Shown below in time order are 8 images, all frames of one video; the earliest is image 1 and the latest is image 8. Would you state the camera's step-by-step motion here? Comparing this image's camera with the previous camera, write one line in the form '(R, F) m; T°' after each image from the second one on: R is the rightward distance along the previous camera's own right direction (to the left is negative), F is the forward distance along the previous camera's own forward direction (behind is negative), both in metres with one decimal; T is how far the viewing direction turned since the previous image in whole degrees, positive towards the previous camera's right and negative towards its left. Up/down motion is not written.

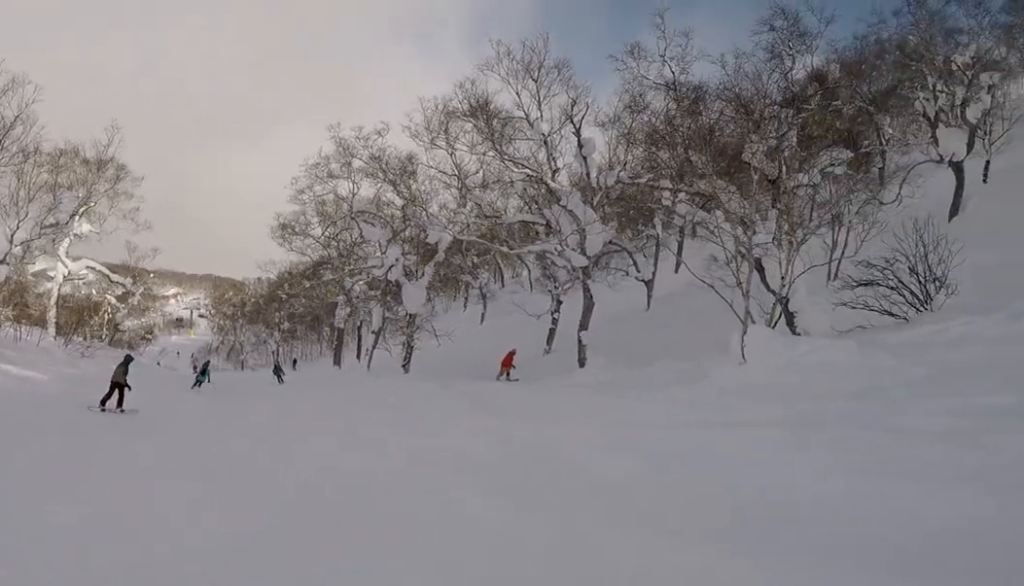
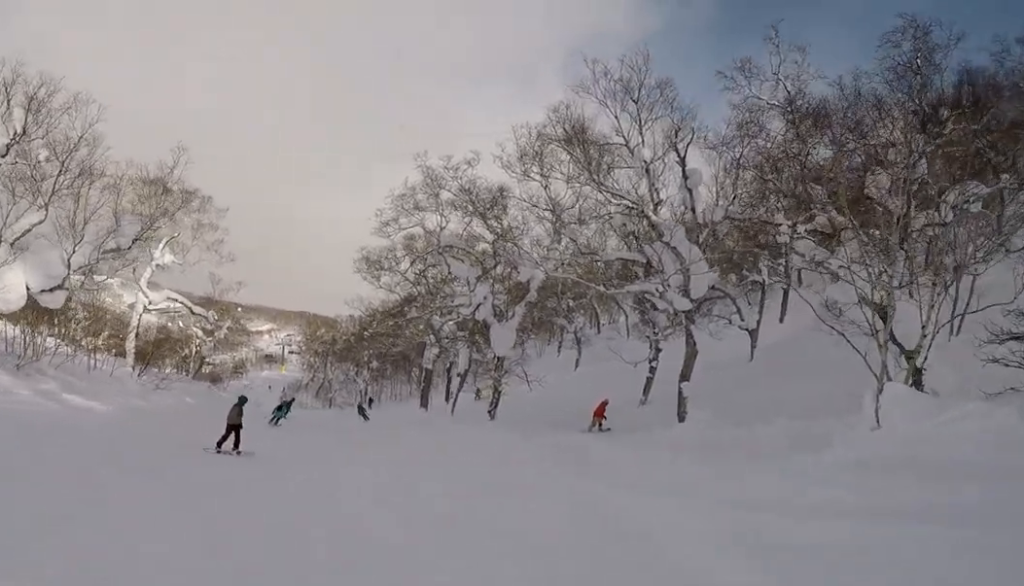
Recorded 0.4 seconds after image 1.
(0.0, +2.2) m; -5°
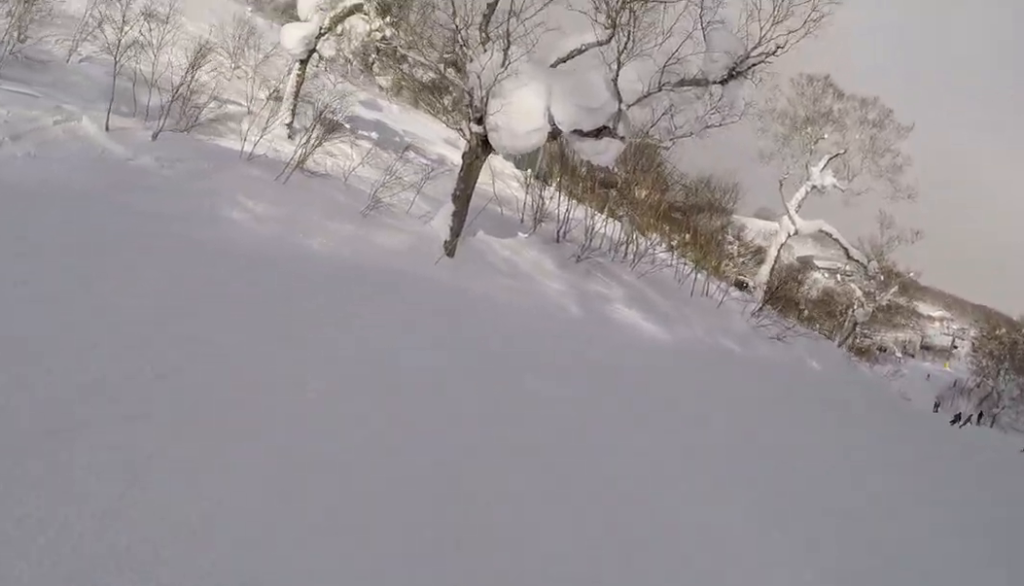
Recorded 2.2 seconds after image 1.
(-2.0, +9.0) m; -11°
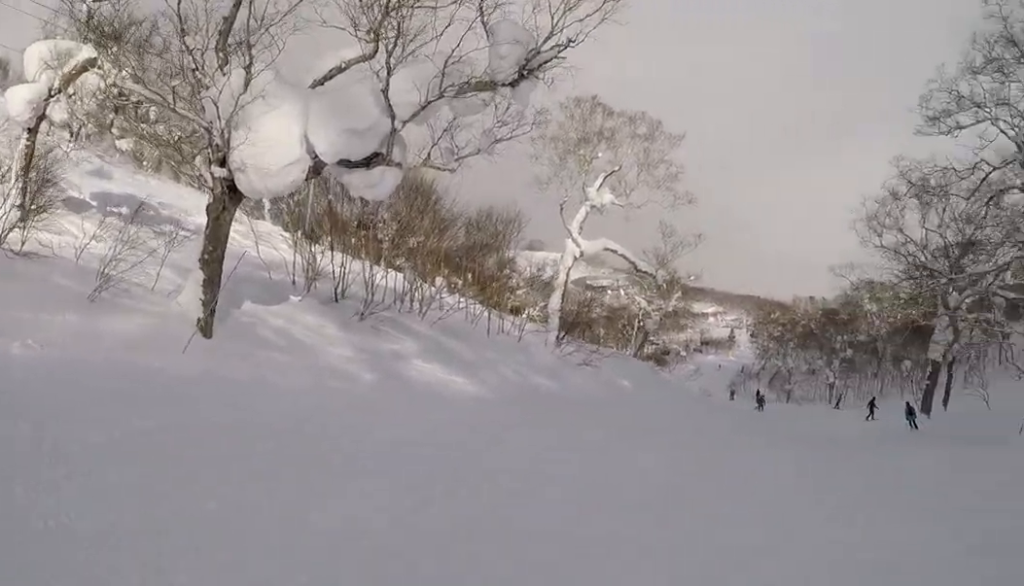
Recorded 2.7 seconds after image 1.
(+0.5, +2.7) m; +9°
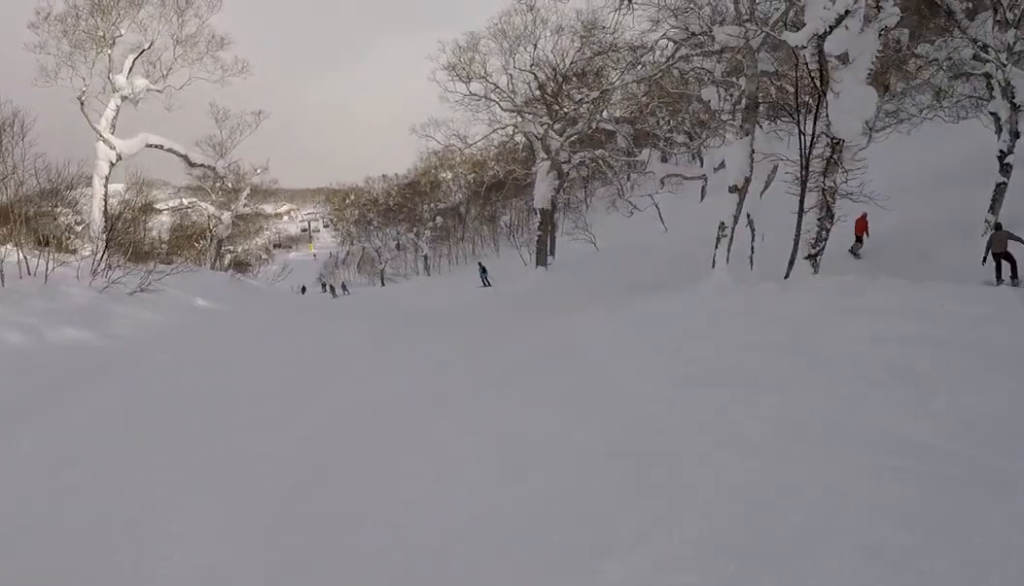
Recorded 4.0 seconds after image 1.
(+1.0, +6.7) m; +20°
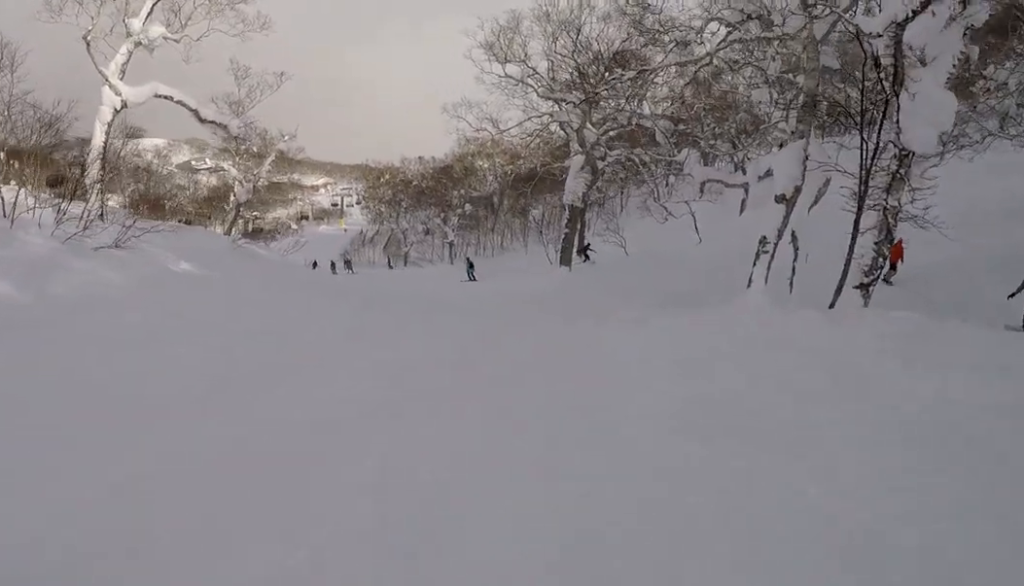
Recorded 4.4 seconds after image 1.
(+0.3, +2.4) m; -4°
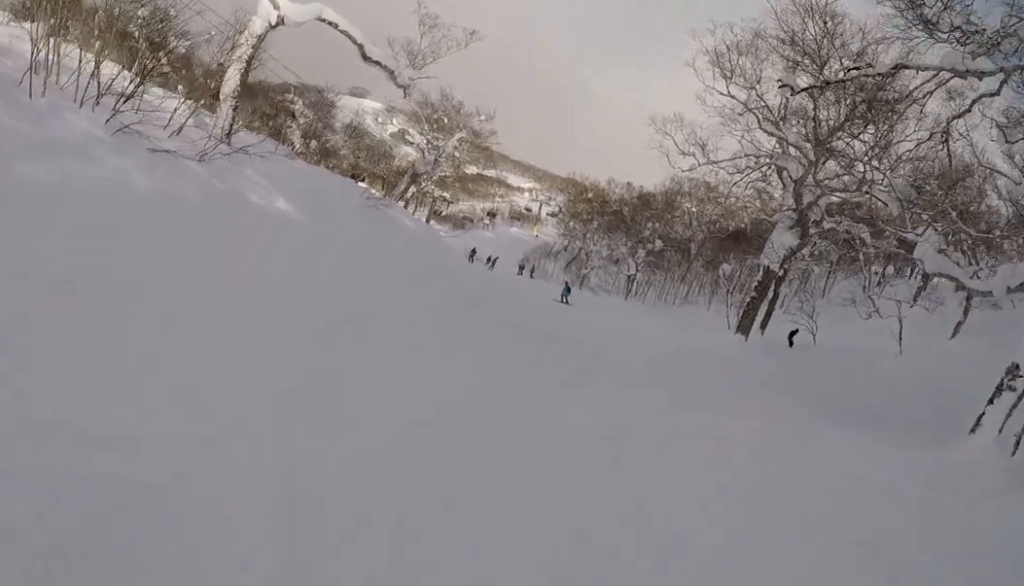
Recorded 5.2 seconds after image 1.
(+0.7, +4.1) m; -13°
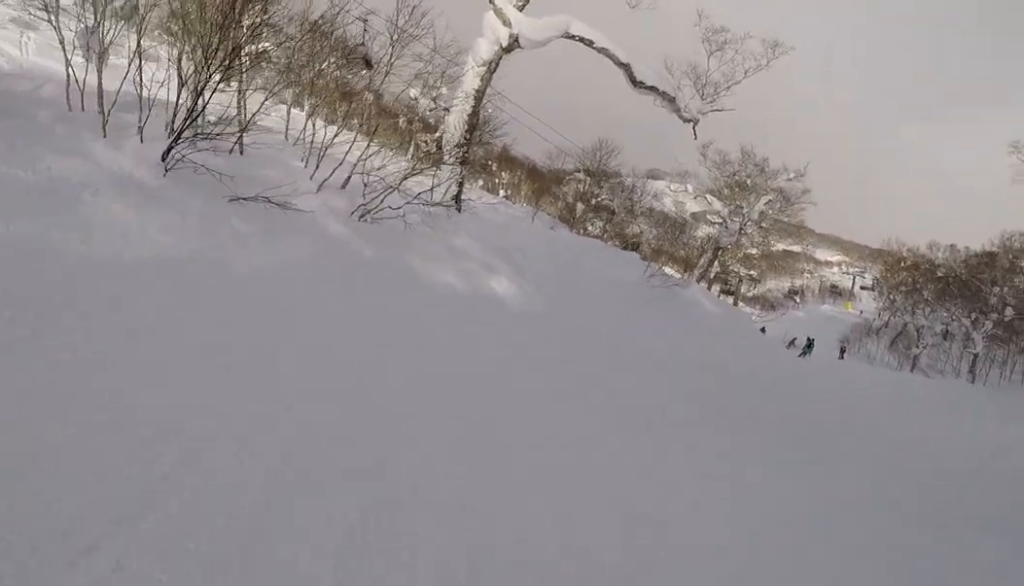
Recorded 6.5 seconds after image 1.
(-3.3, +6.5) m; -16°
